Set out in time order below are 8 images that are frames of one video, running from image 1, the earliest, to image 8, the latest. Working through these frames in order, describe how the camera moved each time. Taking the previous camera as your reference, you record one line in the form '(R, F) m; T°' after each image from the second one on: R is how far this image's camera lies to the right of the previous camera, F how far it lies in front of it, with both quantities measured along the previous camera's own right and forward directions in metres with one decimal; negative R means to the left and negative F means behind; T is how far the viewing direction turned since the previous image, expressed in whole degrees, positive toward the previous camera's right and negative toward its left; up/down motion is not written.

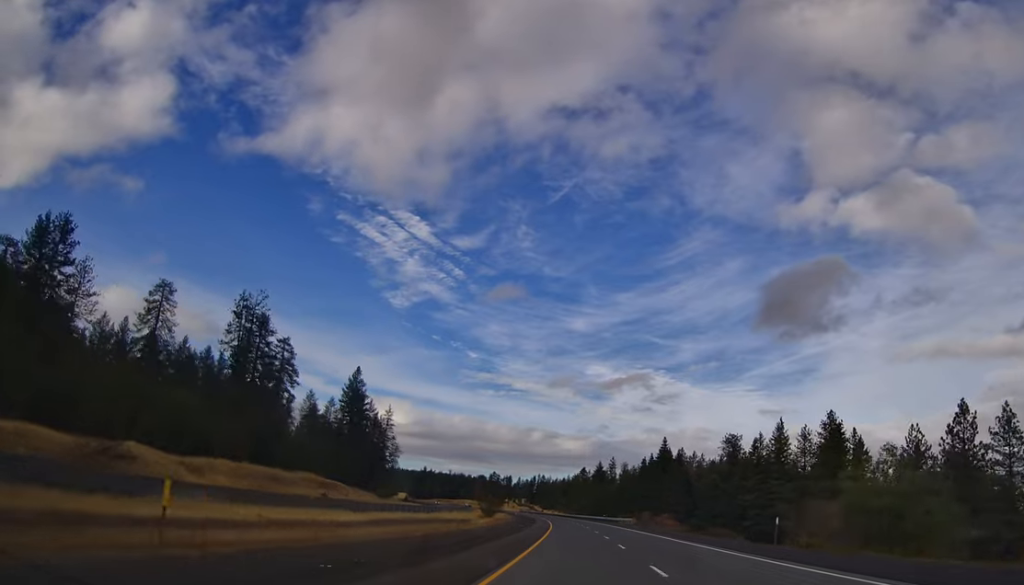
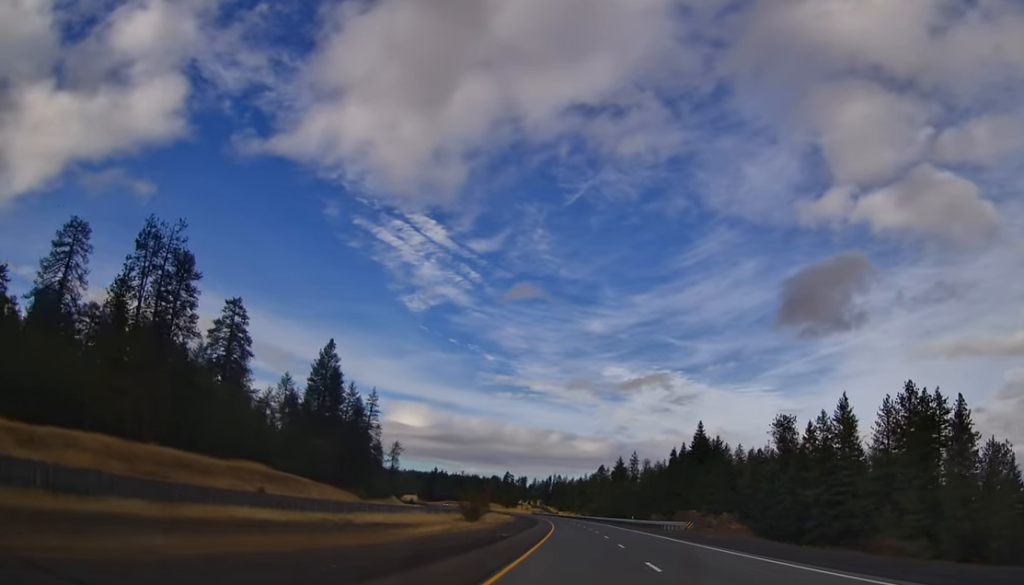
(-0.4, +35.8) m; -2°
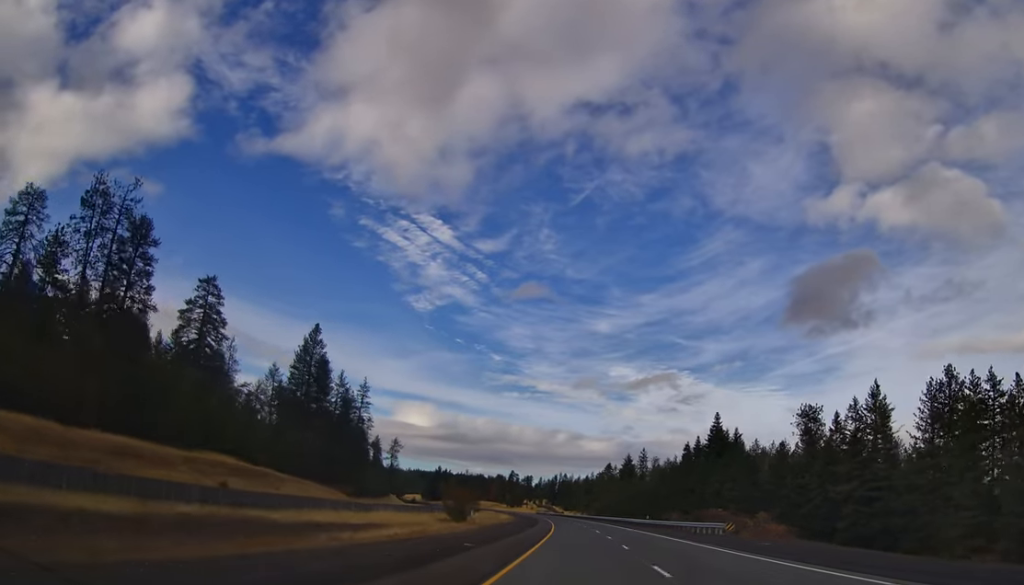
(-0.1, +14.1) m; -1°
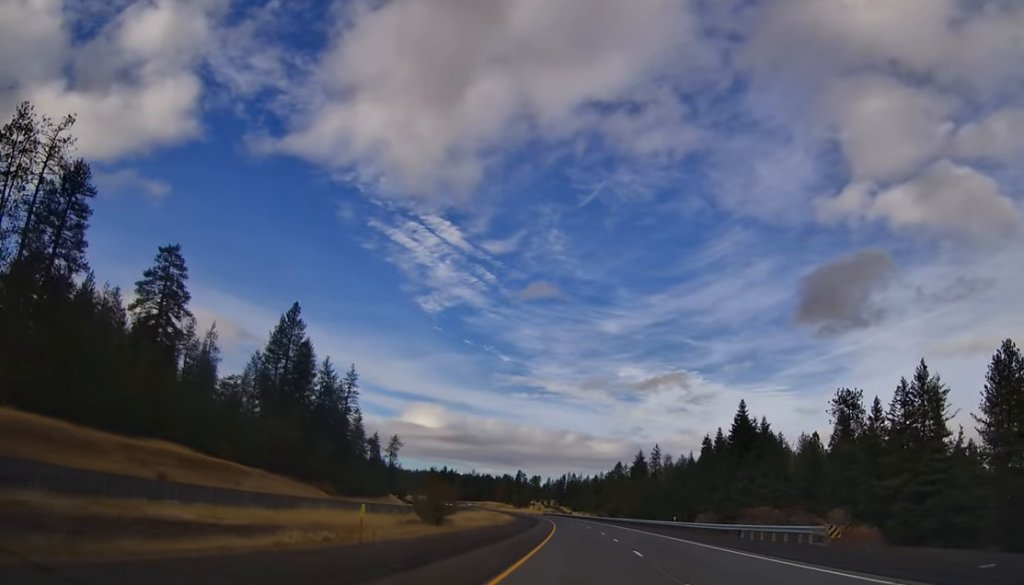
(0.0, +17.4) m; -1°
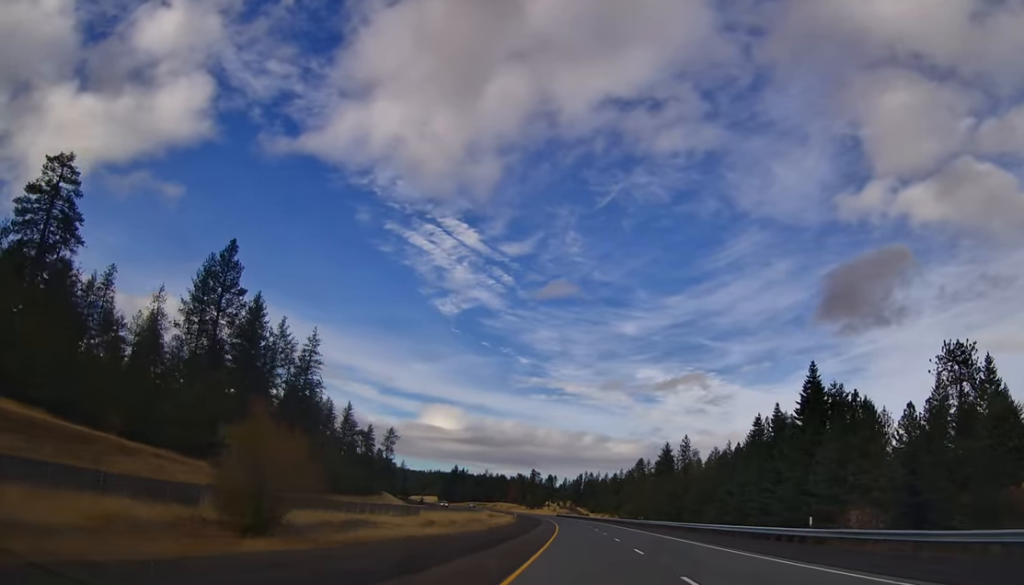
(-0.8, +35.8) m; -2°
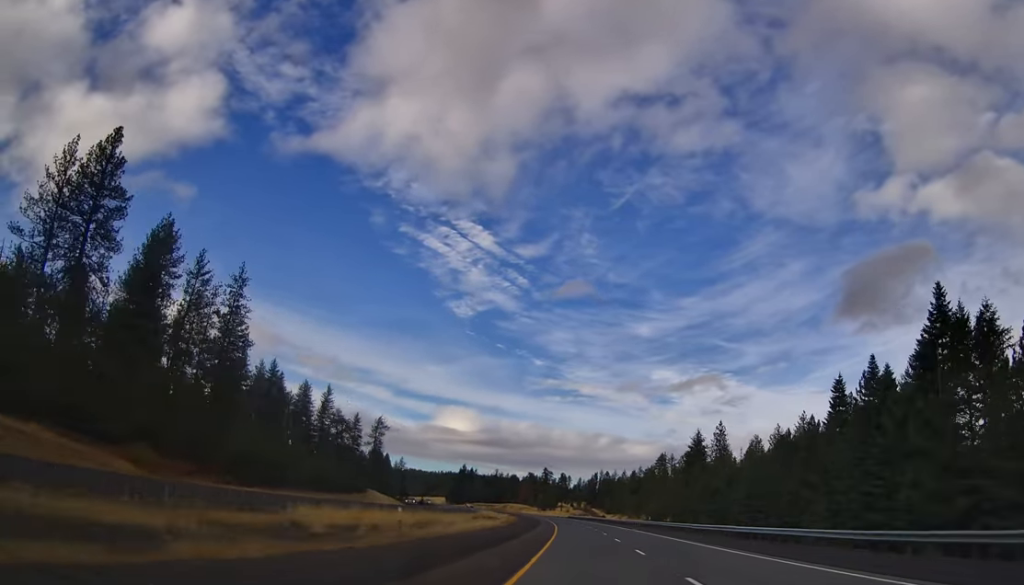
(-0.3, +38.1) m; -1°
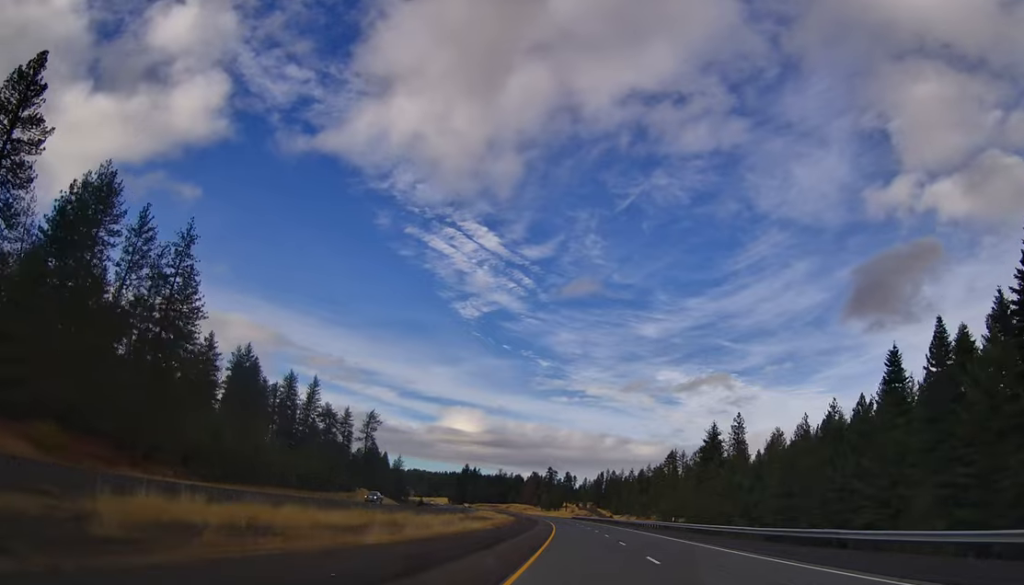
(-0.3, +17.4) m; 0°
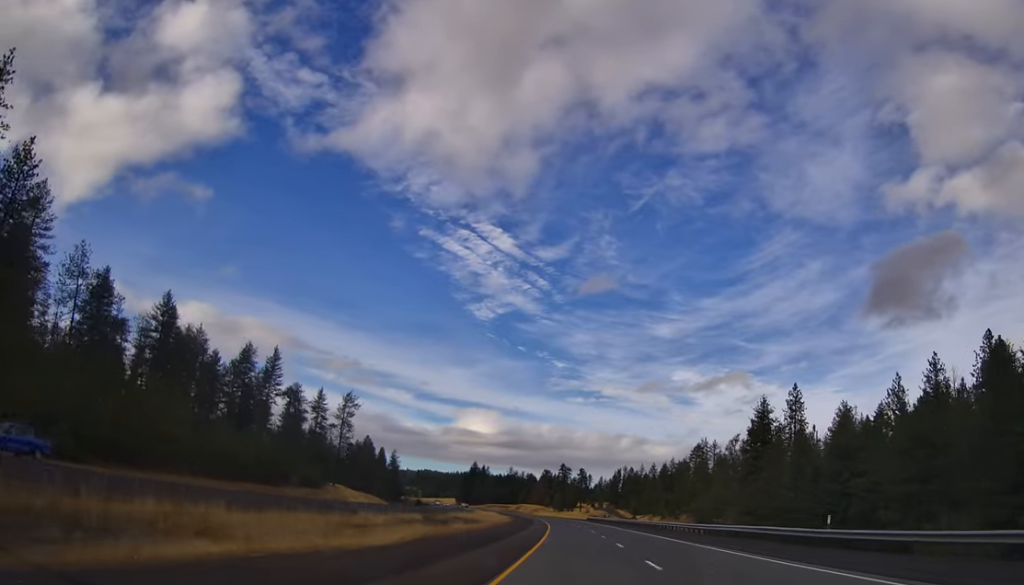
(+0.2, +39.9) m; 0°
